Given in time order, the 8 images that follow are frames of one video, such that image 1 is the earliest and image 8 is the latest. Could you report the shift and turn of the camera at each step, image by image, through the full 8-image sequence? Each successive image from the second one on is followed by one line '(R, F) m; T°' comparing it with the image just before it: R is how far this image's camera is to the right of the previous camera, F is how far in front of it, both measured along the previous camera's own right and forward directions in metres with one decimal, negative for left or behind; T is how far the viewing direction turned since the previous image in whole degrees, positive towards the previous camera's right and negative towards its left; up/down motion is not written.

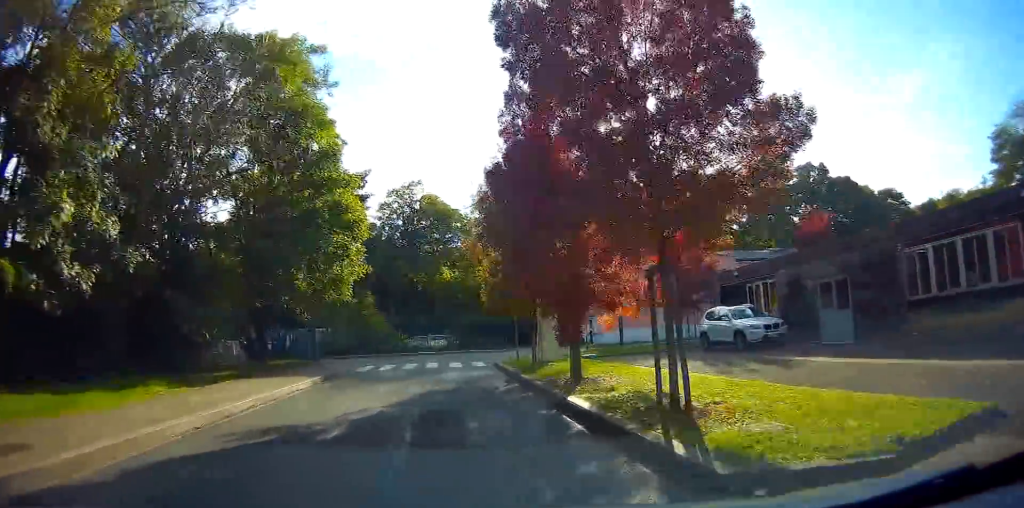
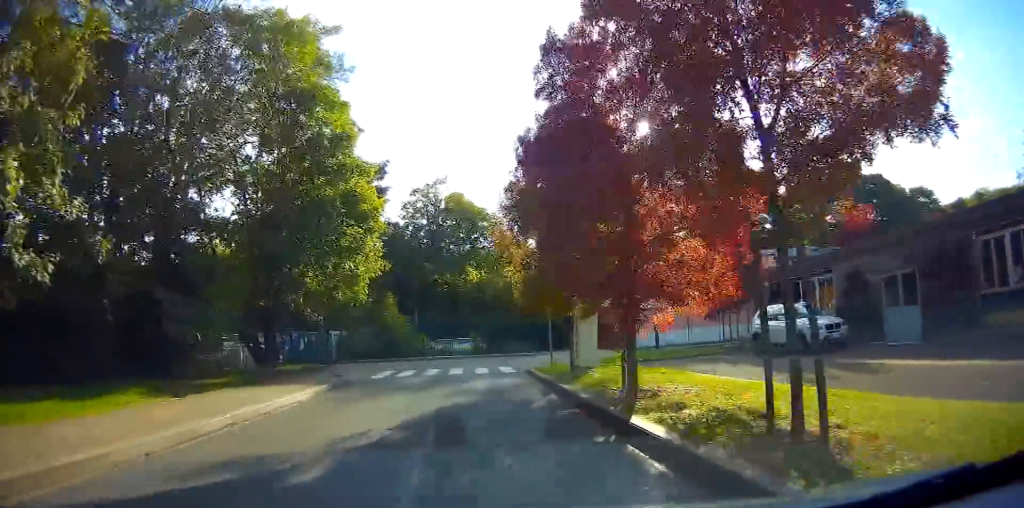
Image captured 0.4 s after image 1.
(-0.1, +2.3) m; -2°
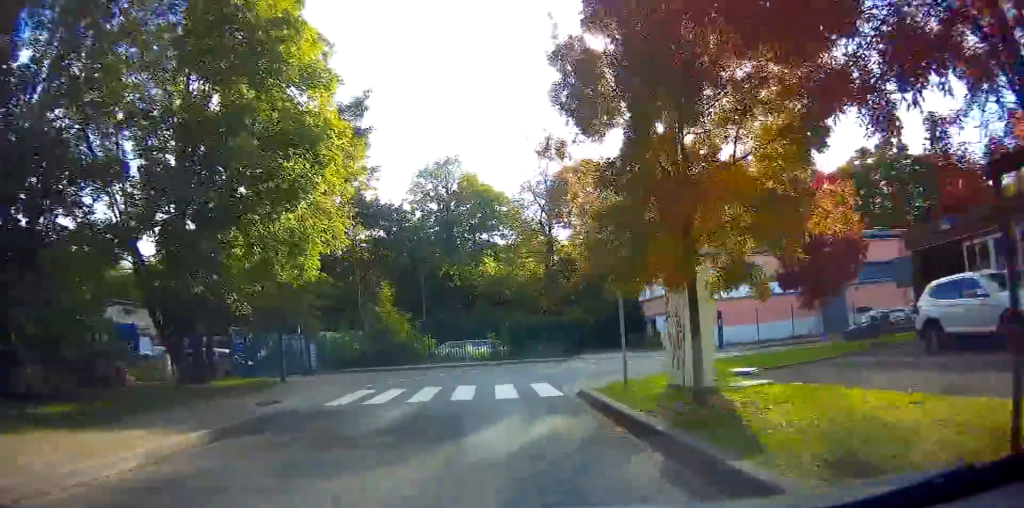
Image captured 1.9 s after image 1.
(-0.3, +8.2) m; -3°
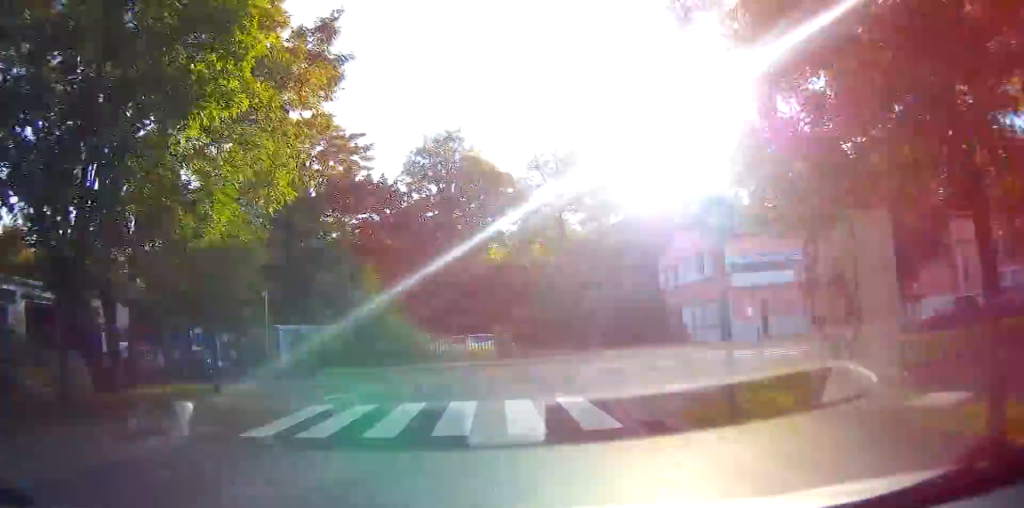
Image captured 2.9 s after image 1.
(0.0, +5.3) m; 0°
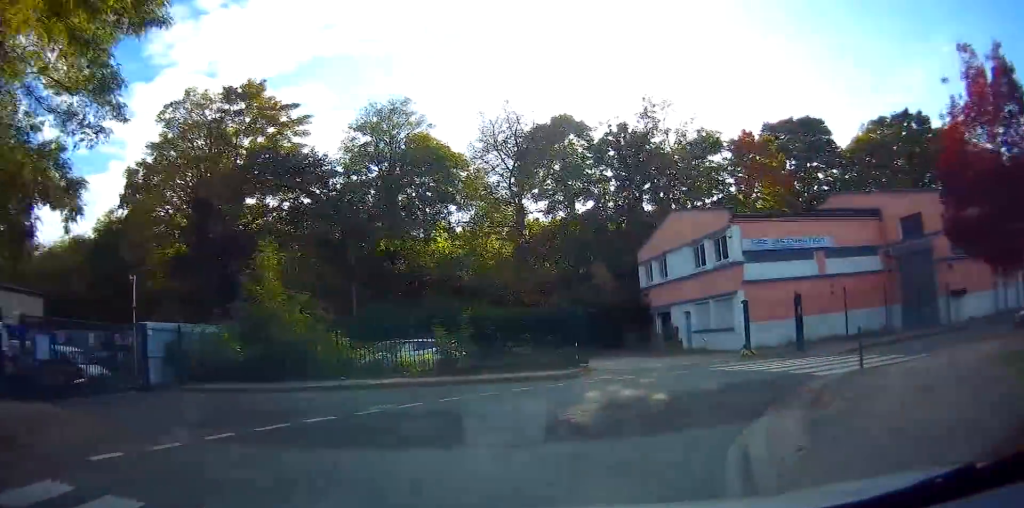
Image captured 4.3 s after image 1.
(0.0, +8.0) m; +2°
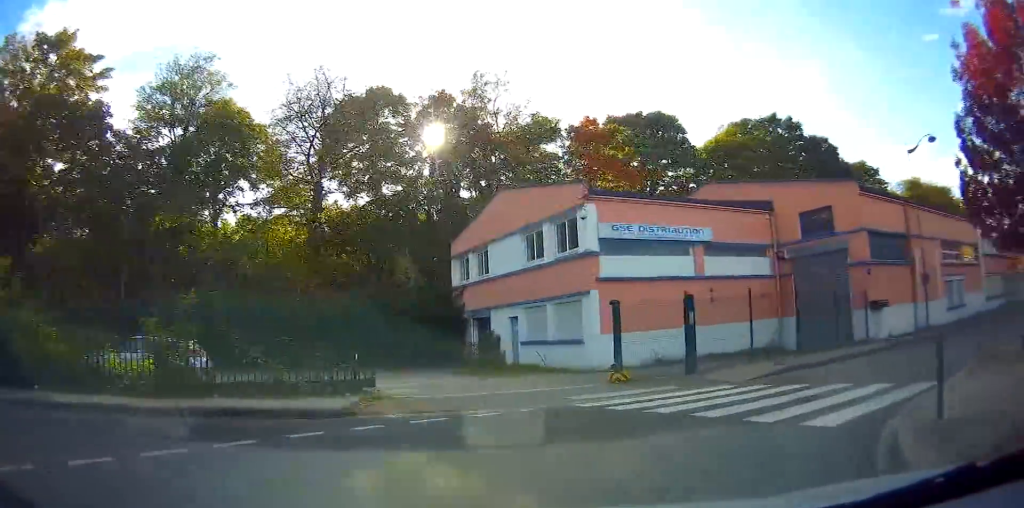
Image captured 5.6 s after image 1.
(+0.5, +6.7) m; +21°
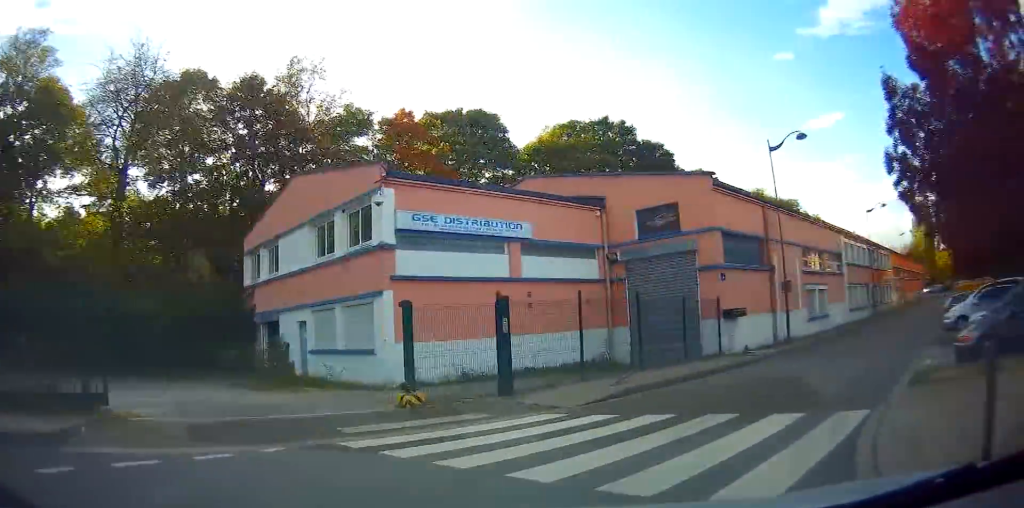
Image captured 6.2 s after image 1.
(+0.1, +3.0) m; +17°
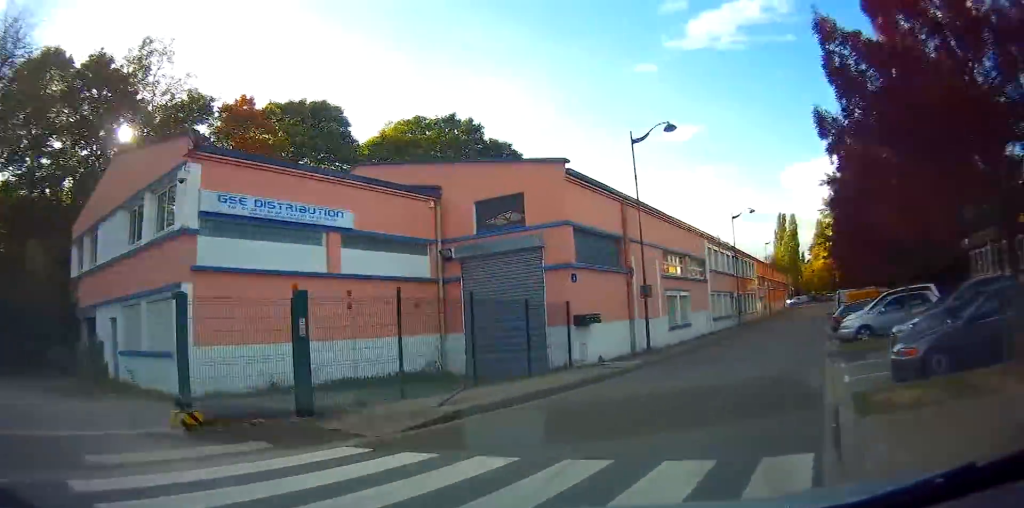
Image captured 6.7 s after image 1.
(+0.7, +2.5) m; +14°
